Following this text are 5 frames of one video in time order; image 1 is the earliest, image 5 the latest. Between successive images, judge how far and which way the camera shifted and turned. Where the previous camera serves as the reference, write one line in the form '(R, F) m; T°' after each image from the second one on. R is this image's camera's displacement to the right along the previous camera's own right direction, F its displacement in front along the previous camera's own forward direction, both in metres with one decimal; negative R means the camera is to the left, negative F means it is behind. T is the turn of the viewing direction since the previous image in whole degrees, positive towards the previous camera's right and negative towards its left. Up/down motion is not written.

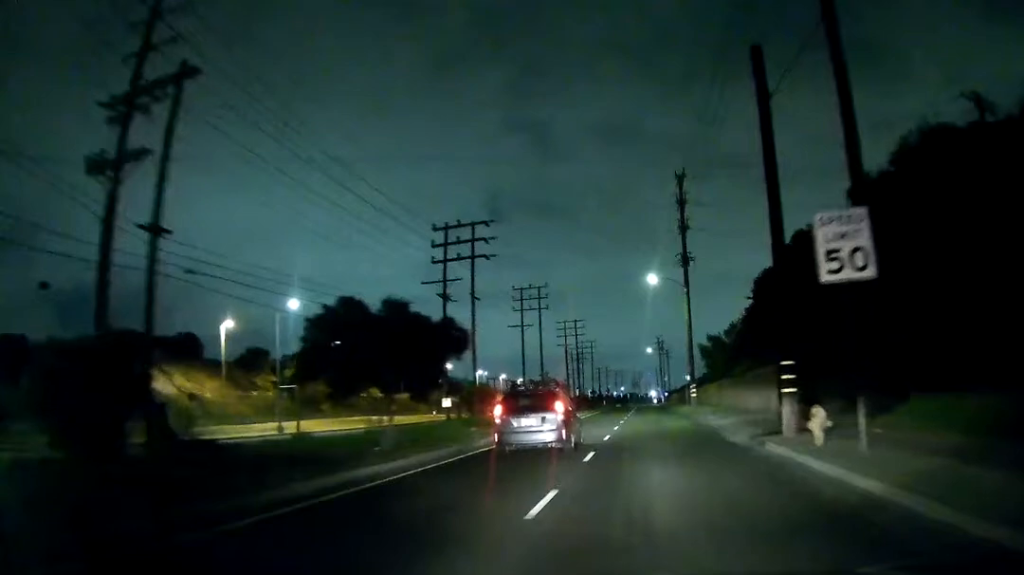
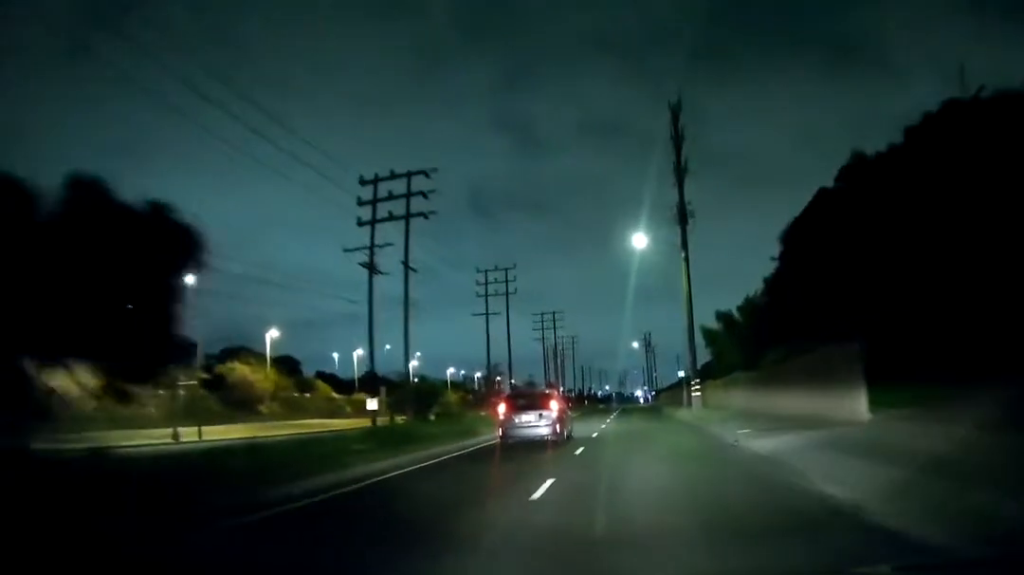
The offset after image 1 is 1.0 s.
(+0.2, +13.9) m; +1°
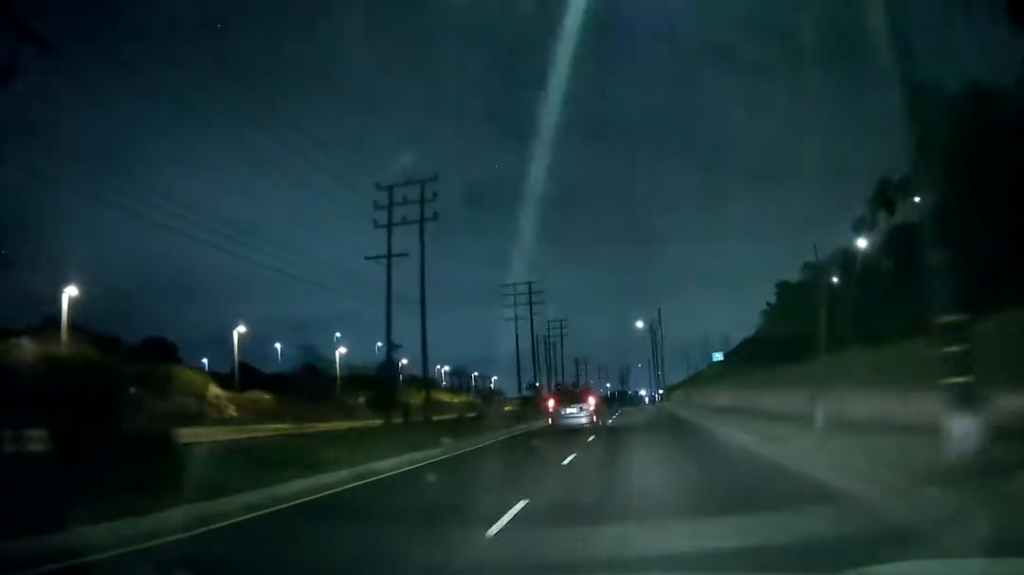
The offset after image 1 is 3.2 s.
(+0.1, +33.2) m; +1°
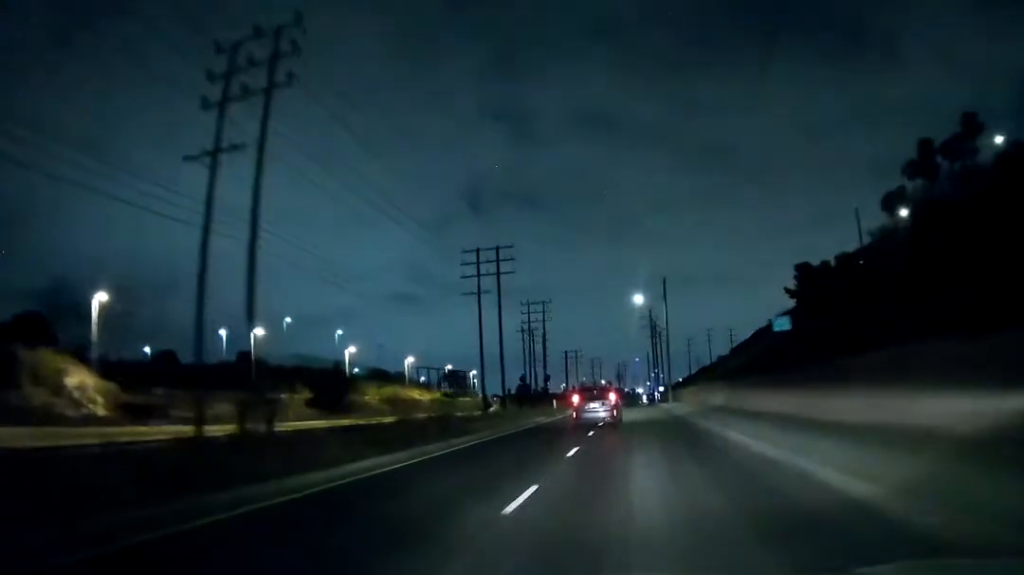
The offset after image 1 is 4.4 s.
(+0.1, +21.9) m; 0°
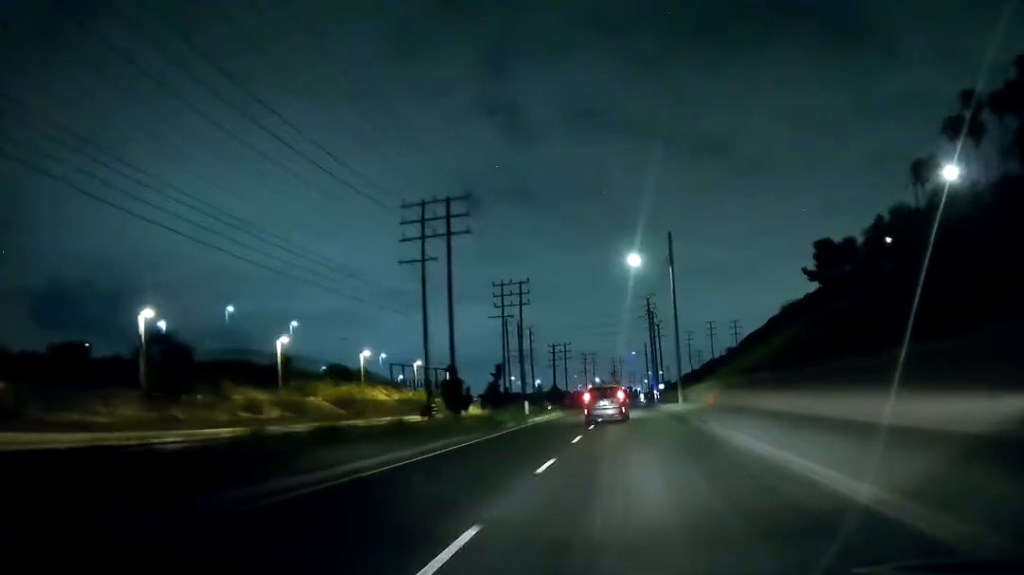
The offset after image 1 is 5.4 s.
(0.0, +18.0) m; 0°
